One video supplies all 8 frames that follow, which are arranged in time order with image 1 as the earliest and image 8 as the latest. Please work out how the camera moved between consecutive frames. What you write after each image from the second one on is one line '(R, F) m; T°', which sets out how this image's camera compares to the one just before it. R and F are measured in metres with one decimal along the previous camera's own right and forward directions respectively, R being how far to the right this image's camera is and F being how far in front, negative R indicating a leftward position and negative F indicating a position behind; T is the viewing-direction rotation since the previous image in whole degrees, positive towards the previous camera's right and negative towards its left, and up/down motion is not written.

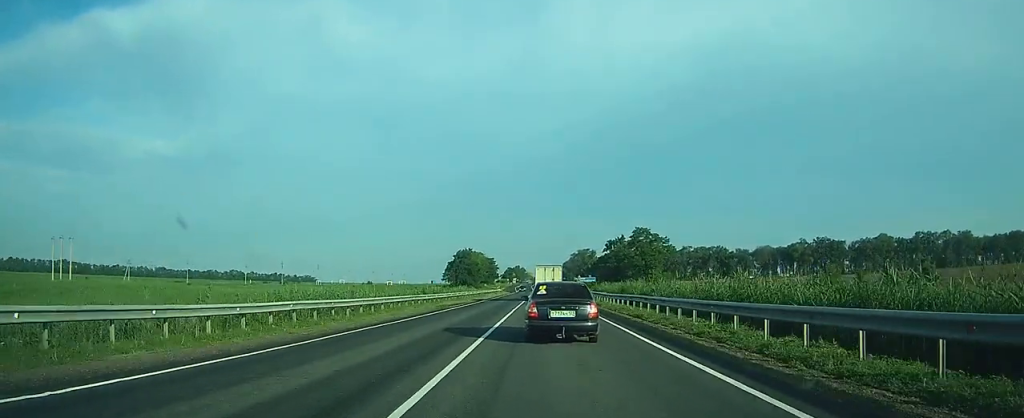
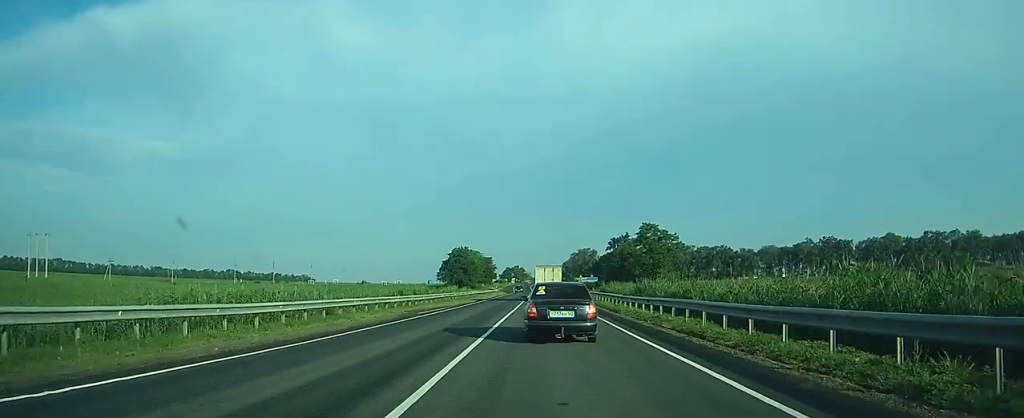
(0.0, +9.0) m; 0°
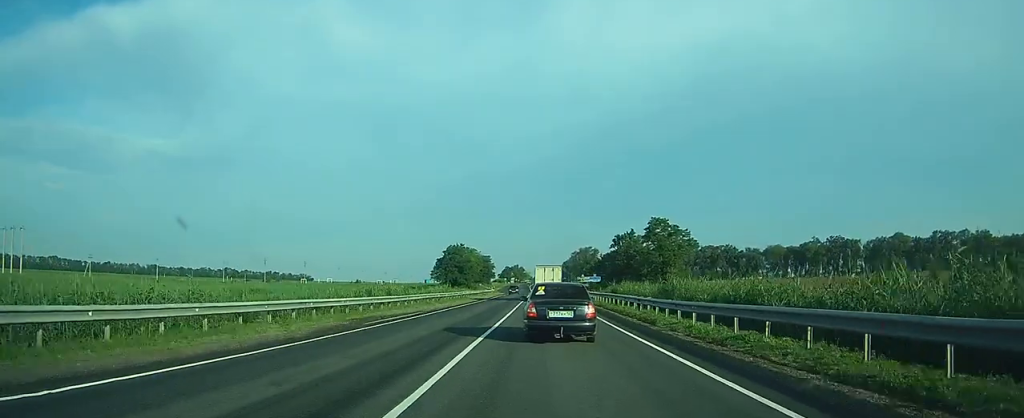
(0.0, +9.0) m; 0°
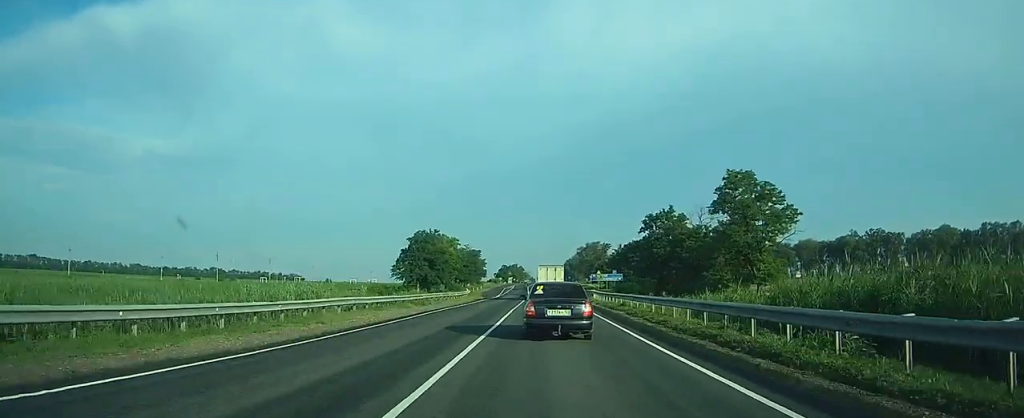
(0.0, +42.7) m; 0°
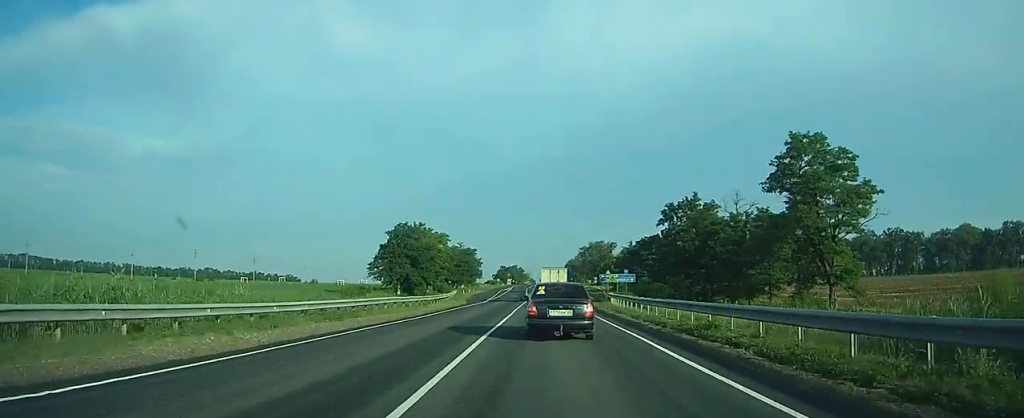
(0.0, +16.3) m; 0°
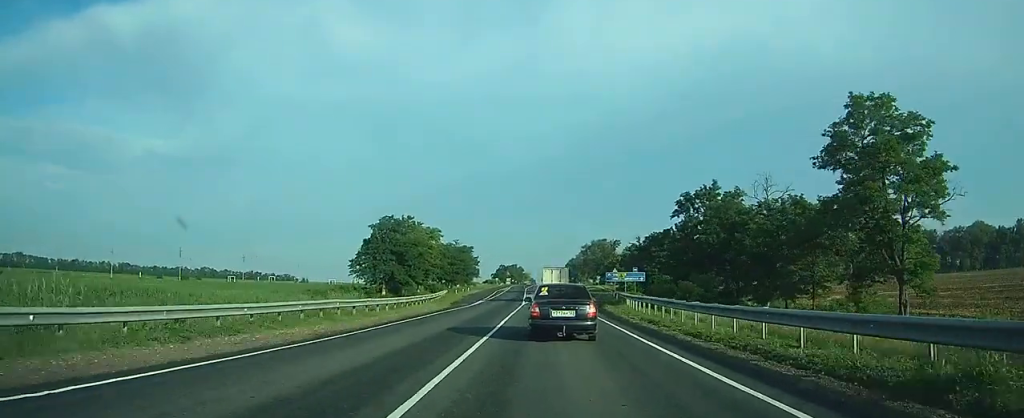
(0.0, +10.0) m; 0°
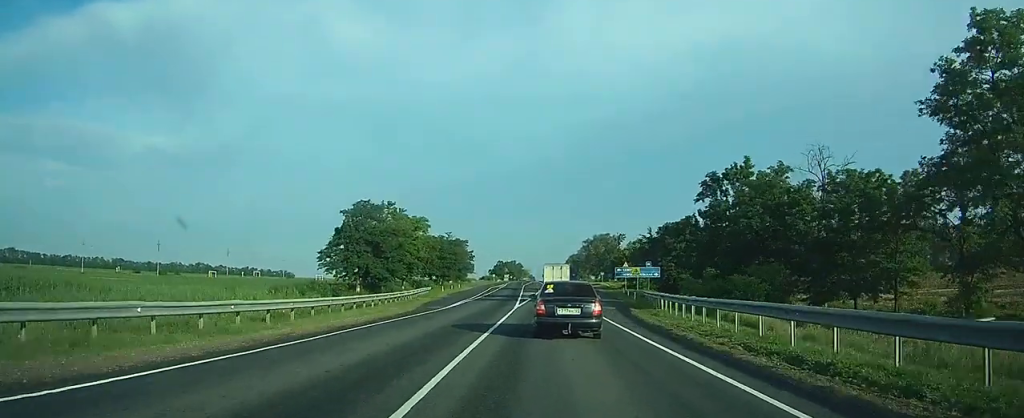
(0.0, +12.7) m; 0°
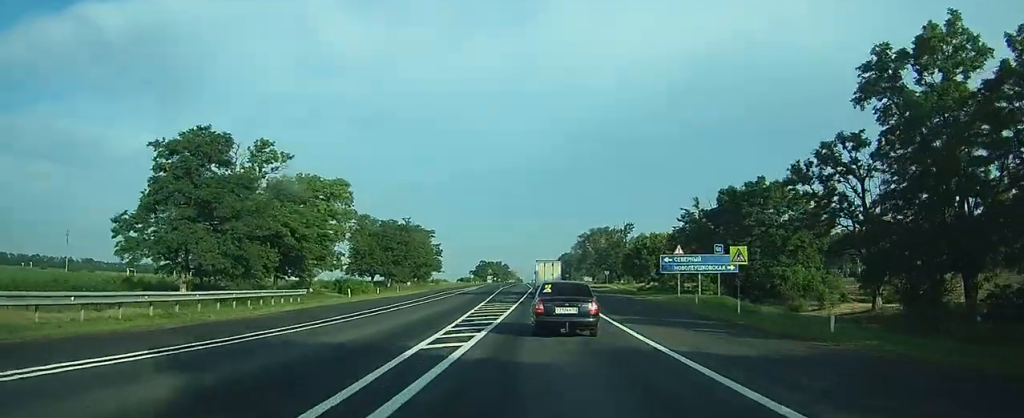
(+0.1, +37.3) m; 0°
